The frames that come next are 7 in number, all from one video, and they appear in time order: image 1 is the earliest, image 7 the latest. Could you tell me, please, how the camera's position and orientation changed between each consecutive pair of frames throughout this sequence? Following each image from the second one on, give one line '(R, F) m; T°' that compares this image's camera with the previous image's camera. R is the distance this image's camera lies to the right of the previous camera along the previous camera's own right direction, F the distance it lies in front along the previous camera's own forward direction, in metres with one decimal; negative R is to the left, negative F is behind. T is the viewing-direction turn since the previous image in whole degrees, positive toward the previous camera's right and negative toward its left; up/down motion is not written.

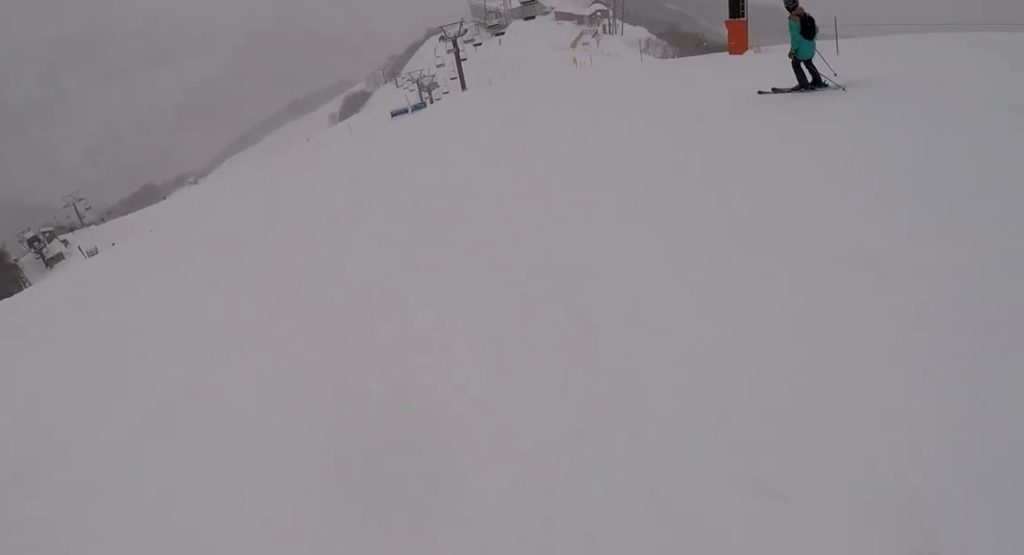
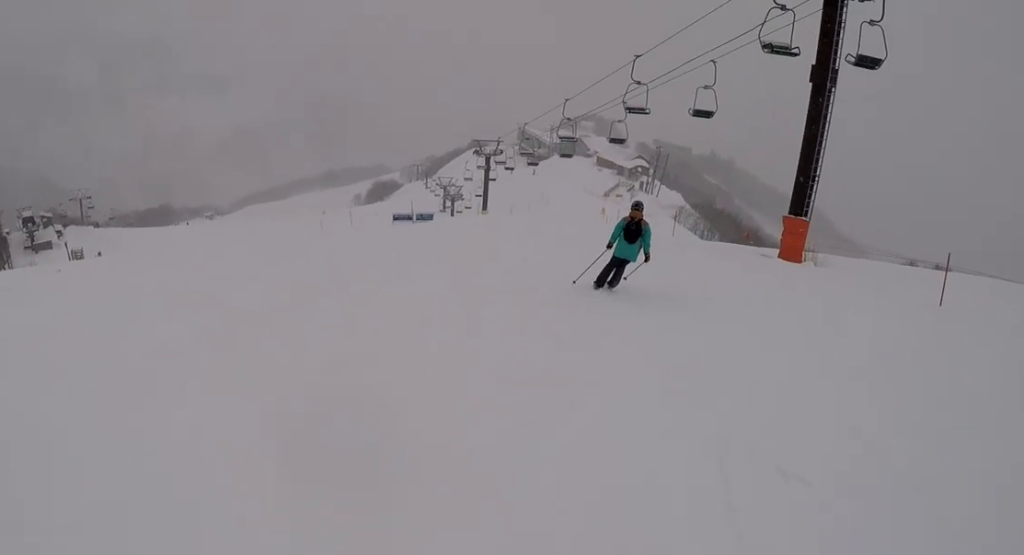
(+0.7, +5.6) m; -1°
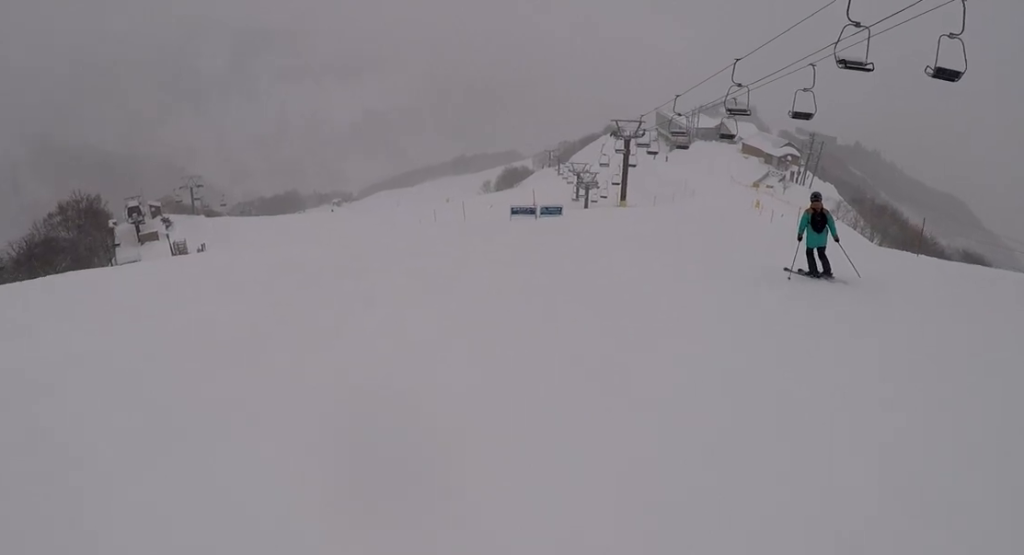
(-1.4, +9.6) m; -2°
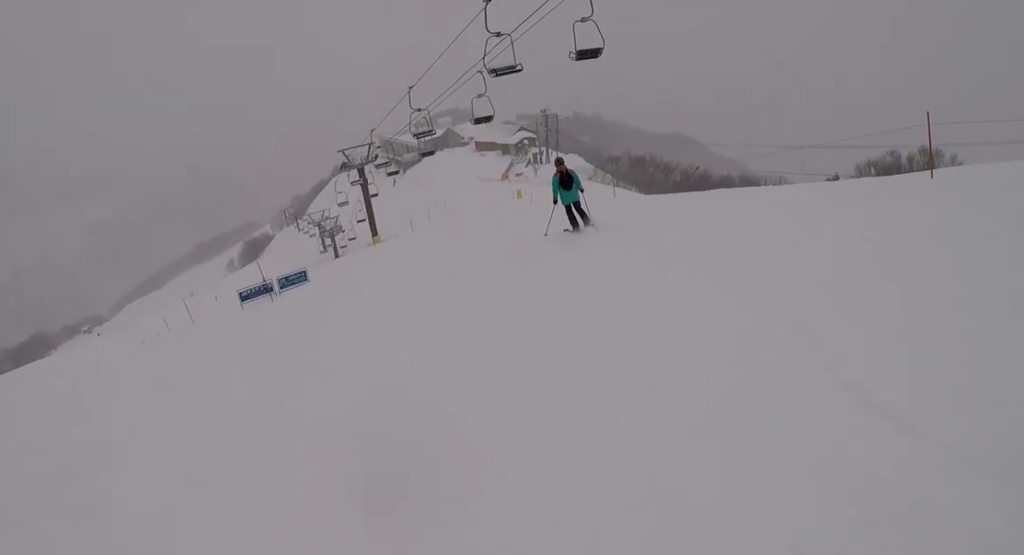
(+1.4, +9.7) m; +10°
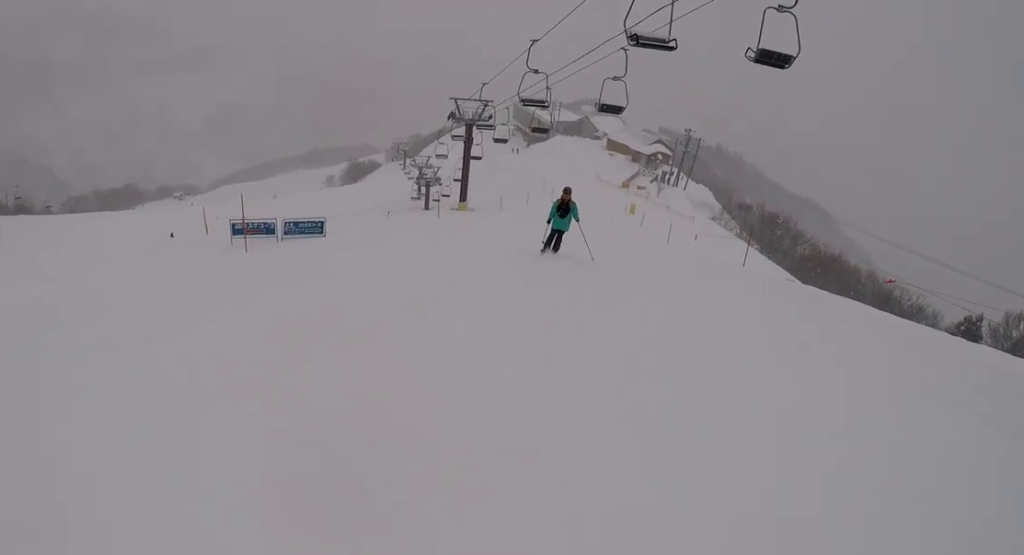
(-0.4, +7.3) m; -8°
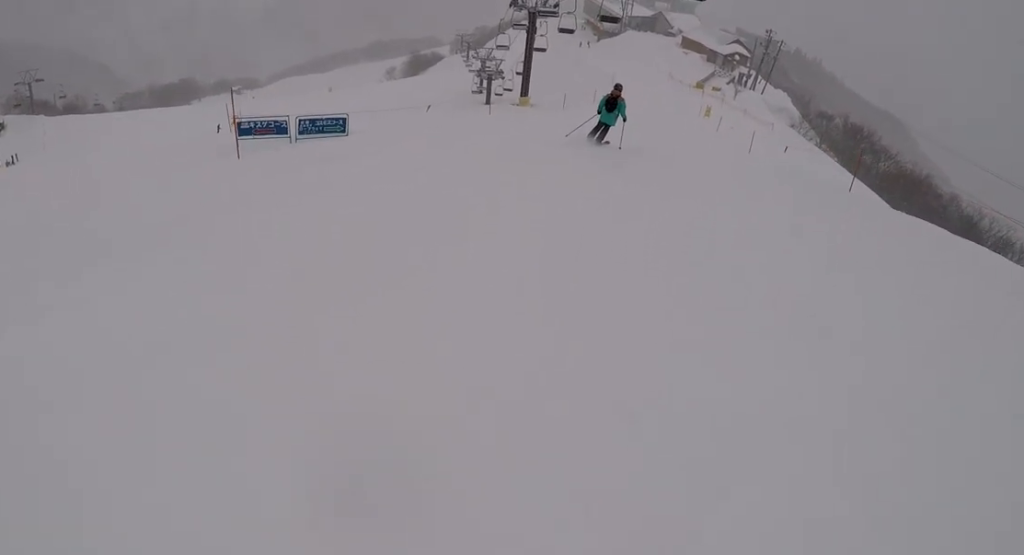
(-0.3, +3.3) m; +2°
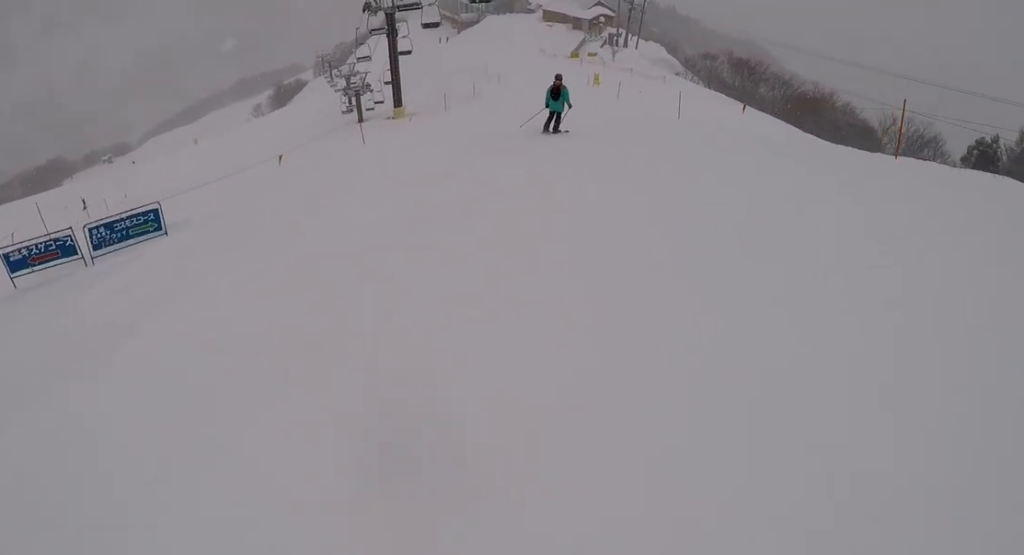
(-0.1, +6.4) m; +6°
